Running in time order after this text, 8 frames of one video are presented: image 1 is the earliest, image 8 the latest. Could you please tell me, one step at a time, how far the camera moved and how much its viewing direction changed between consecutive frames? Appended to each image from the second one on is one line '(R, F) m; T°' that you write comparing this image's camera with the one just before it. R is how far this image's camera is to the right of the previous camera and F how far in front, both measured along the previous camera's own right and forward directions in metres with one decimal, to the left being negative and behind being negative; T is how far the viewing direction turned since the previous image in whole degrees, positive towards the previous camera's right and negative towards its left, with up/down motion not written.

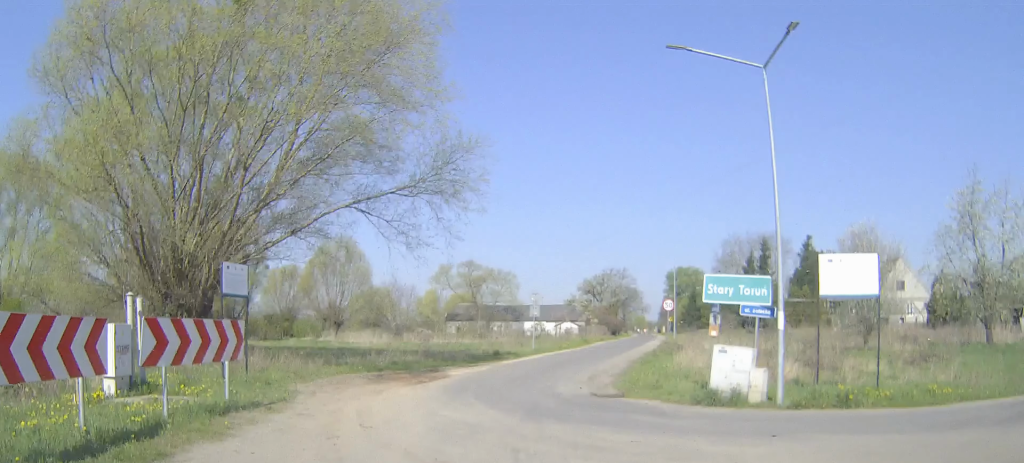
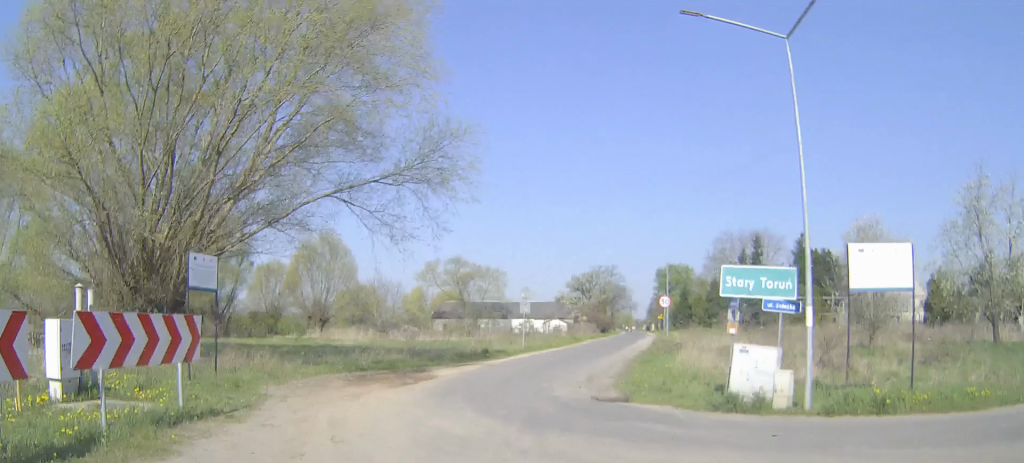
(0.0, +1.5) m; +1°
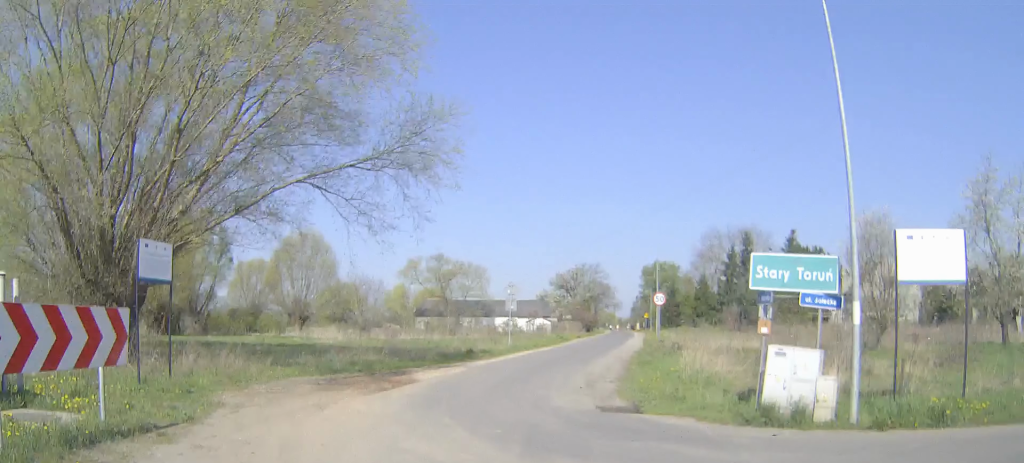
(0.0, +1.9) m; +1°
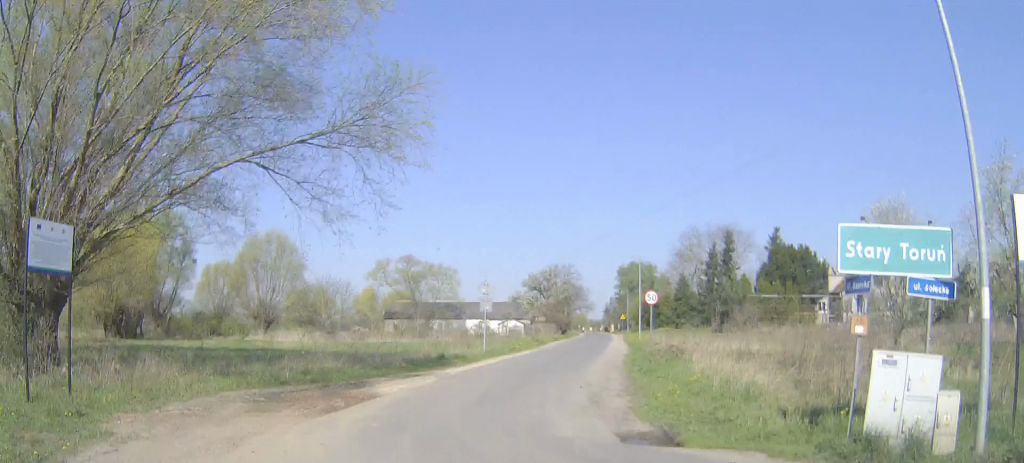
(0.0, +3.4) m; +2°
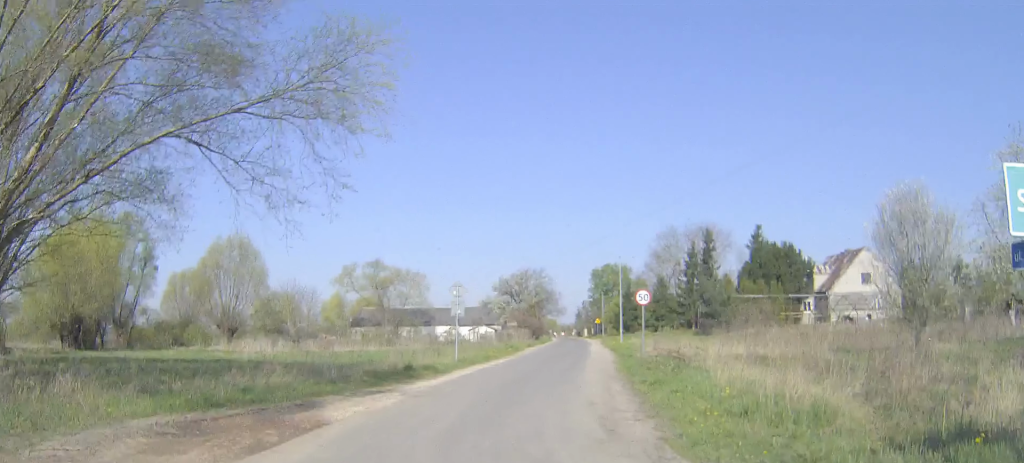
(+0.1, +3.2) m; +2°
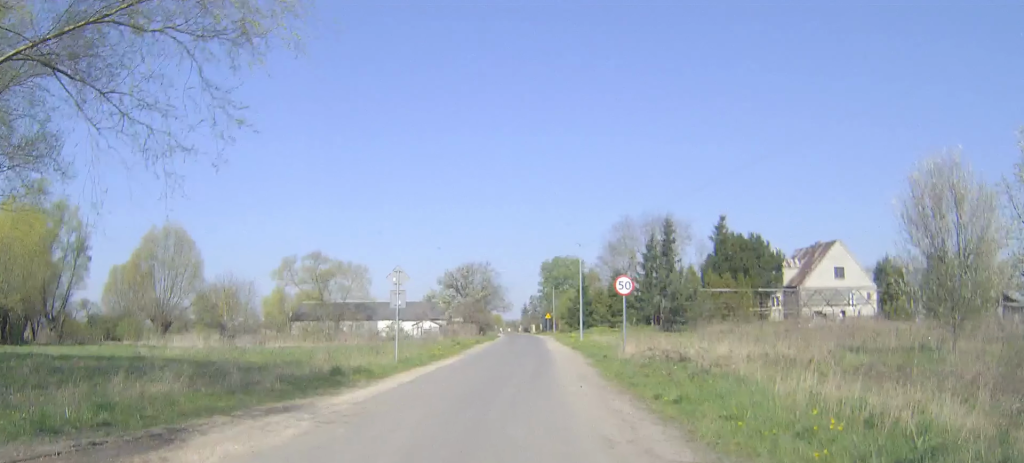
(+0.1, +4.7) m; +3°
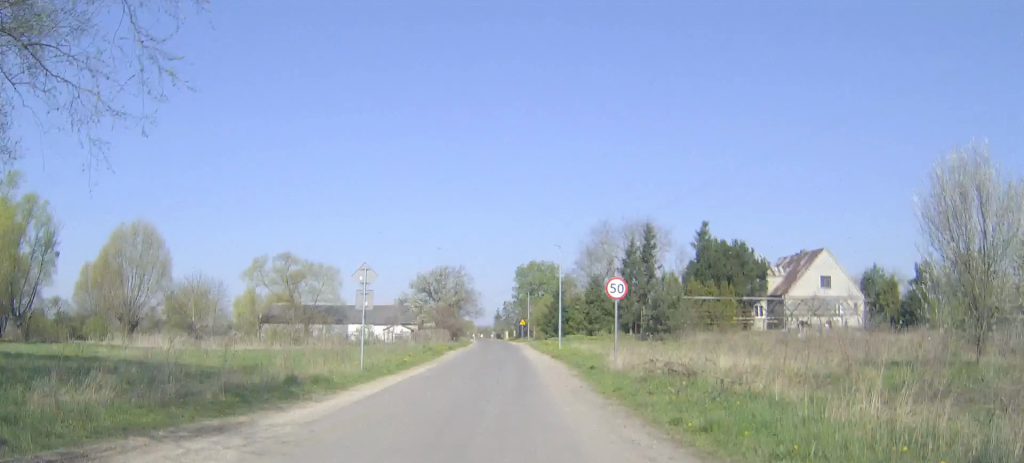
(+0.1, +2.2) m; +2°
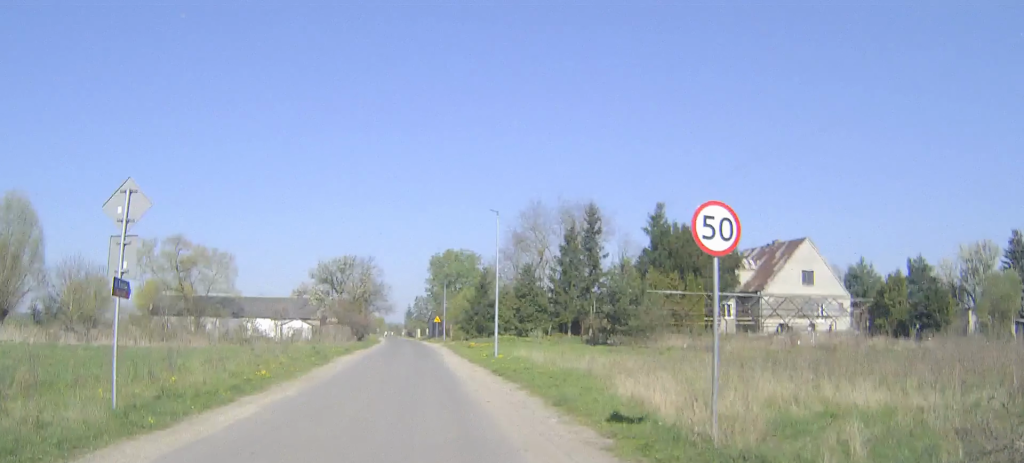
(+0.9, +12.2) m; +7°
